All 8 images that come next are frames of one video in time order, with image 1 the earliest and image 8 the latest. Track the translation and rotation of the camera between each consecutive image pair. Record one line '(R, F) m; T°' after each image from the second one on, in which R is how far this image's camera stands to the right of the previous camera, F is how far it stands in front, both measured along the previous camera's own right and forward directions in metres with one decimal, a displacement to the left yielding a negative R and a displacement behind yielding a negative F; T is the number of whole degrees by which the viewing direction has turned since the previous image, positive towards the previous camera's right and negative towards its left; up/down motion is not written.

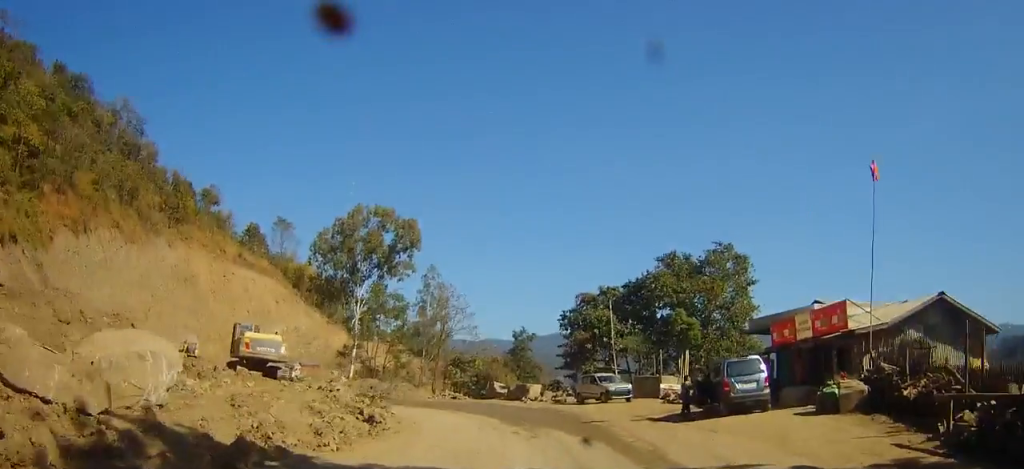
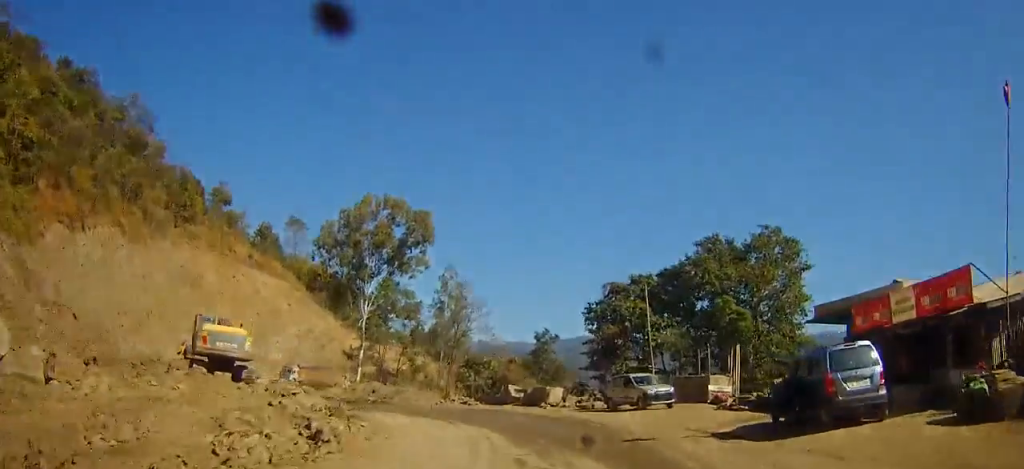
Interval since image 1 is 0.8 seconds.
(-0.3, +6.6) m; -3°
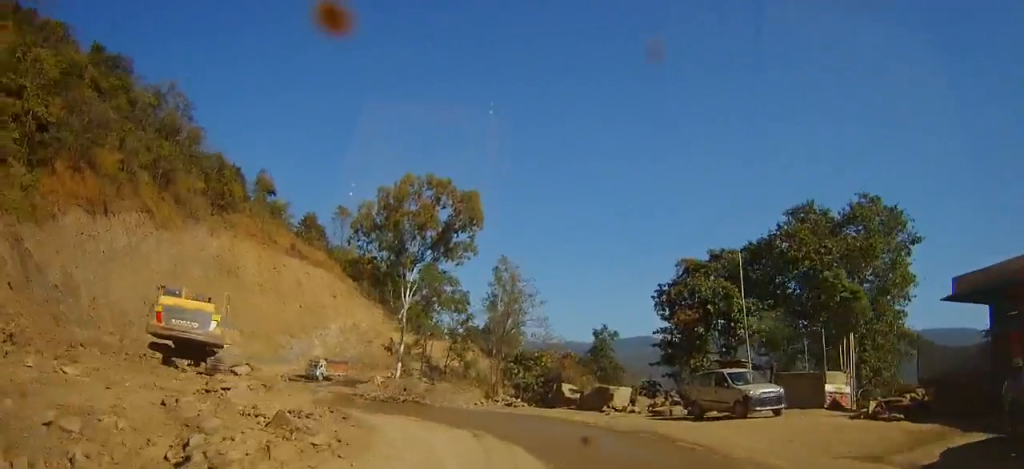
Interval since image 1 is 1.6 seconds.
(-0.3, +7.4) m; -5°
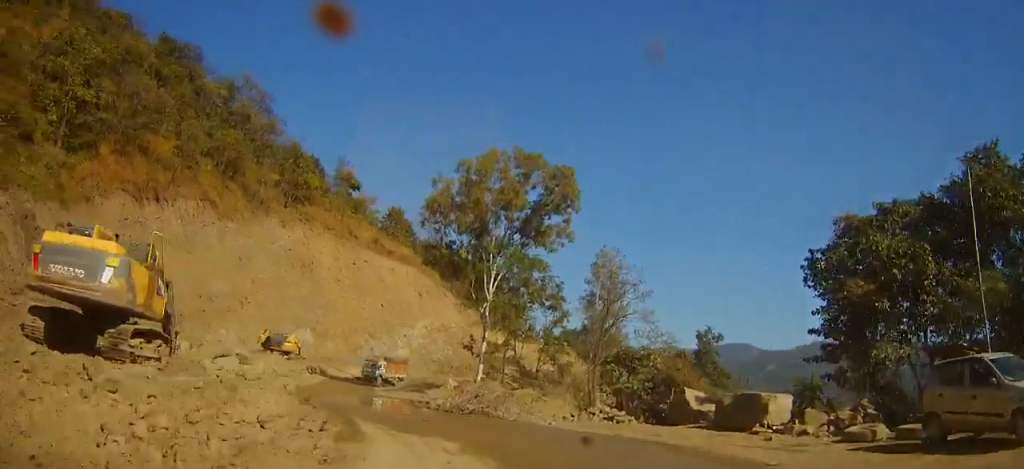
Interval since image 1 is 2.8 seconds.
(-0.6, +9.7) m; -8°
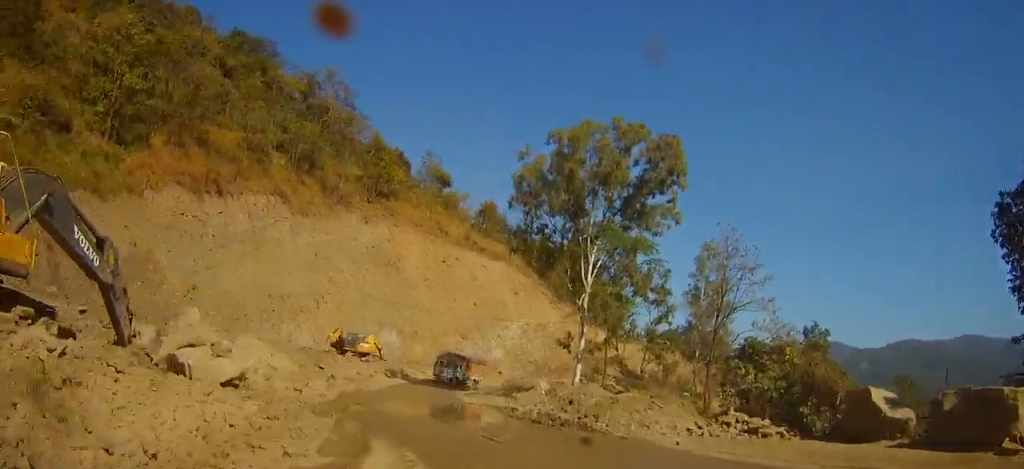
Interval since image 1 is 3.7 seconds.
(-0.5, +7.7) m; -7°
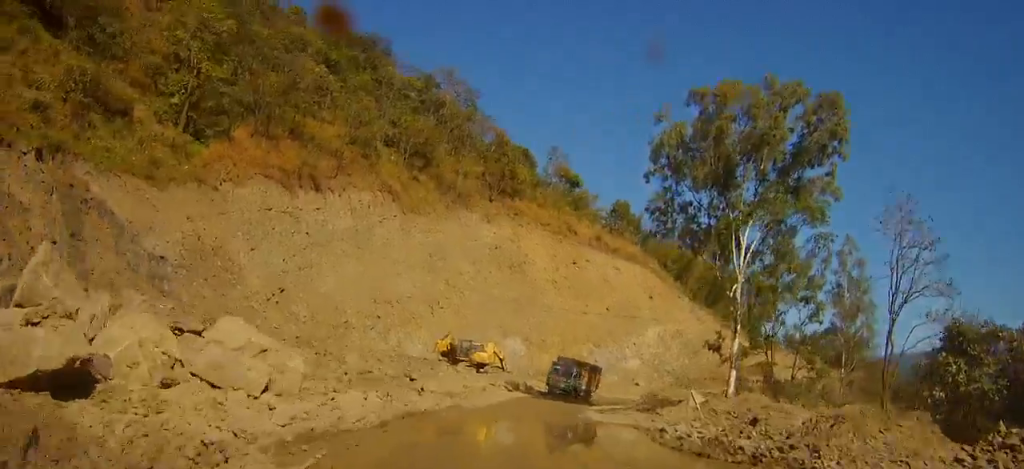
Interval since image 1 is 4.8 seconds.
(-0.7, +9.4) m; -8°
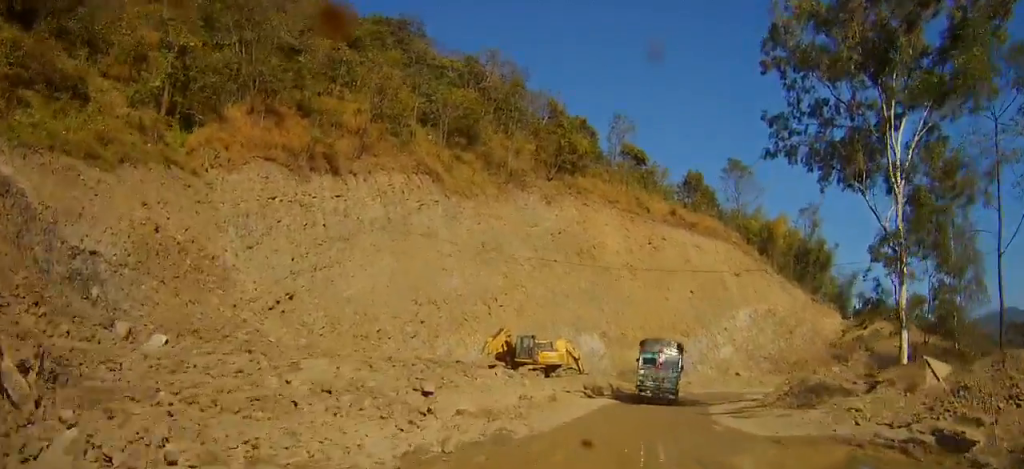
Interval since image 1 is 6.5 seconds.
(-1.2, +14.7) m; -5°
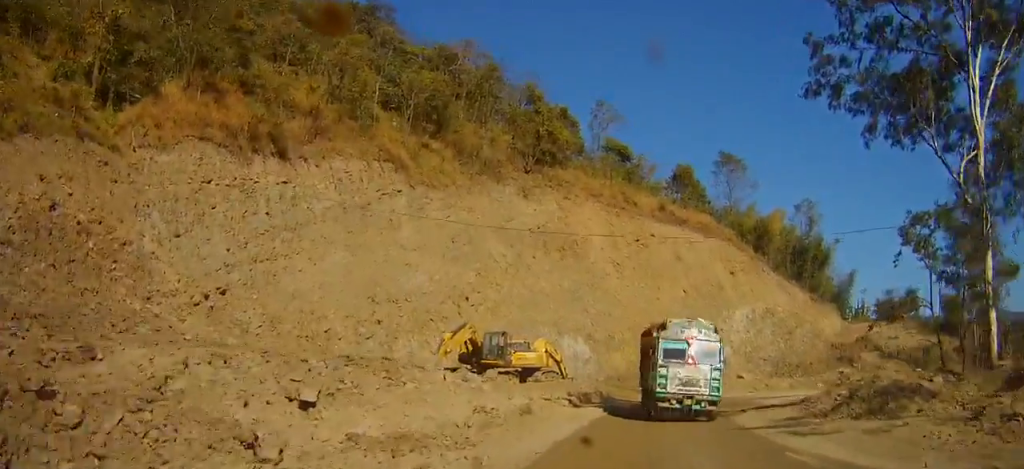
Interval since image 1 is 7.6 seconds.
(+0.1, +8.8) m; +2°
